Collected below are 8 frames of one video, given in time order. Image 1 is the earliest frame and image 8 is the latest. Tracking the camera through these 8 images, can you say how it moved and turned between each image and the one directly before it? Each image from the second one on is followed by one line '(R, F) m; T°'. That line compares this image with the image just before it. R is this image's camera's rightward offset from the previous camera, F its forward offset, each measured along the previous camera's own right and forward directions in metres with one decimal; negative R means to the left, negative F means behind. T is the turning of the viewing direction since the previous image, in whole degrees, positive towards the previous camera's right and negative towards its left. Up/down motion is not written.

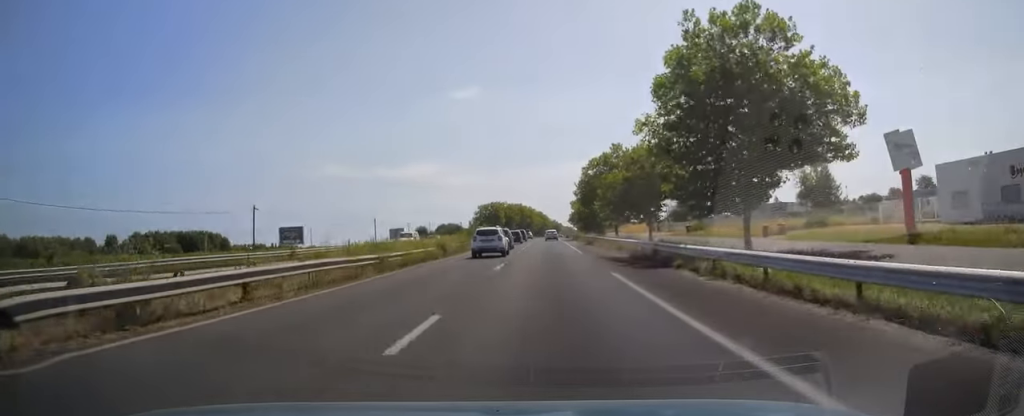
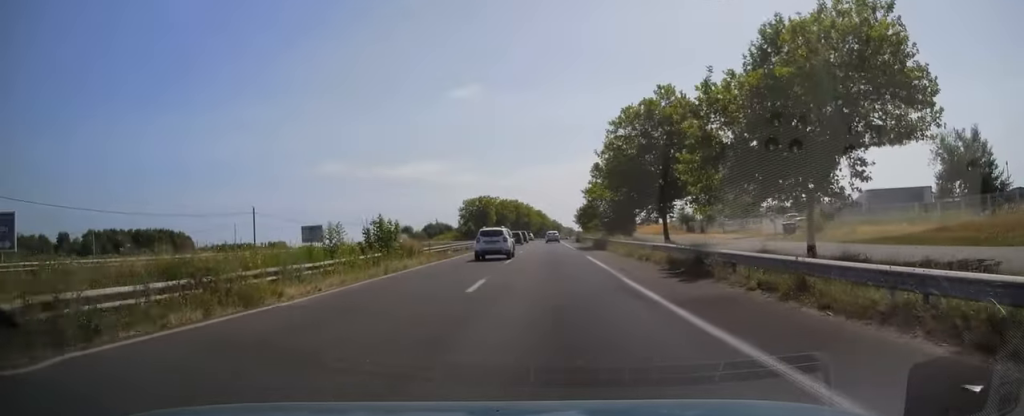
(-0.2, +37.6) m; 0°
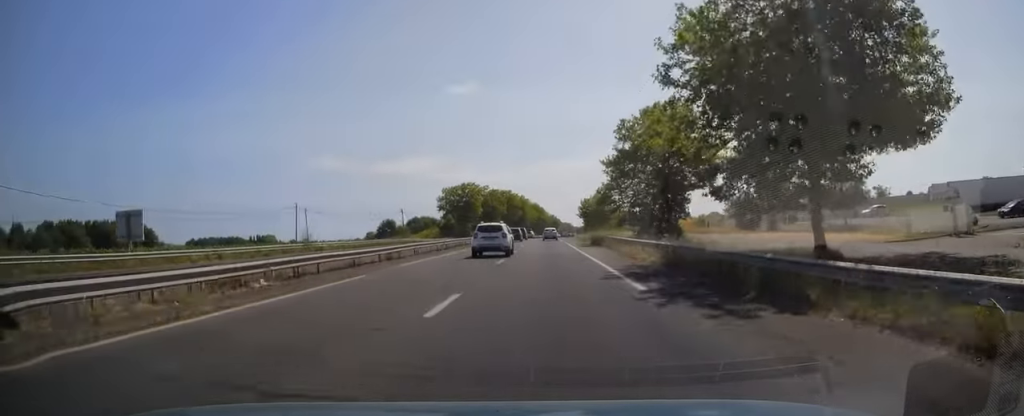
(+0.1, +31.3) m; +1°
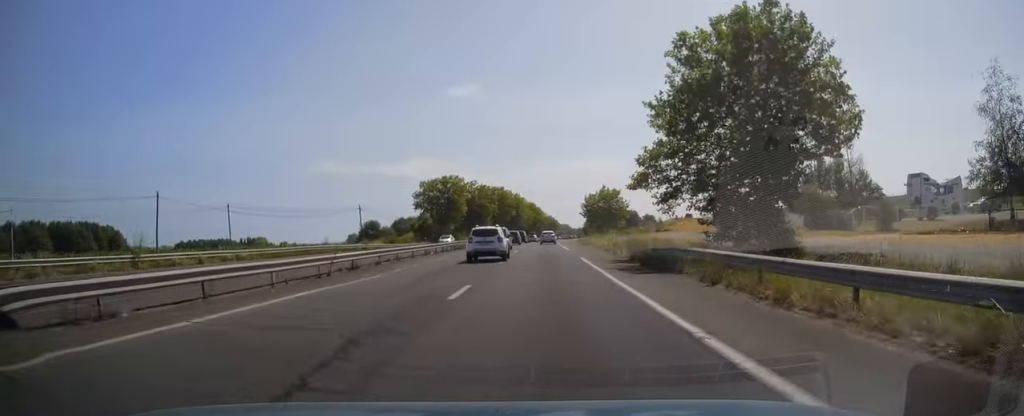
(+0.4, +23.7) m; +1°
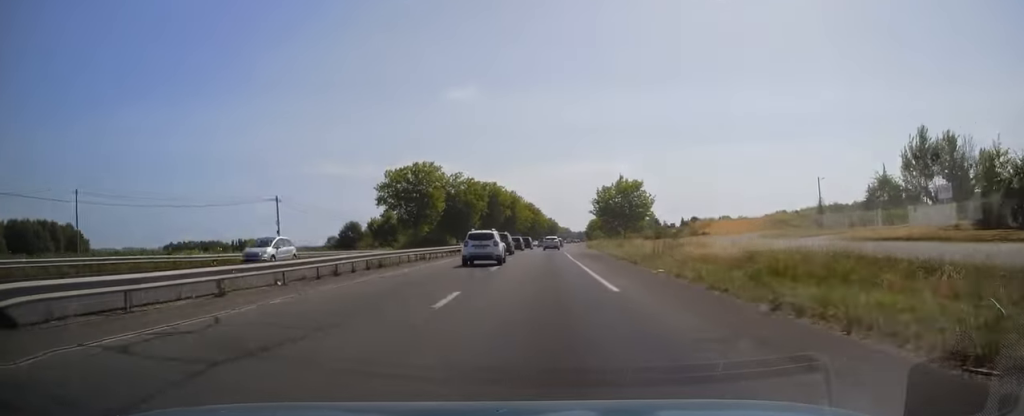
(0.0, +27.1) m; 0°
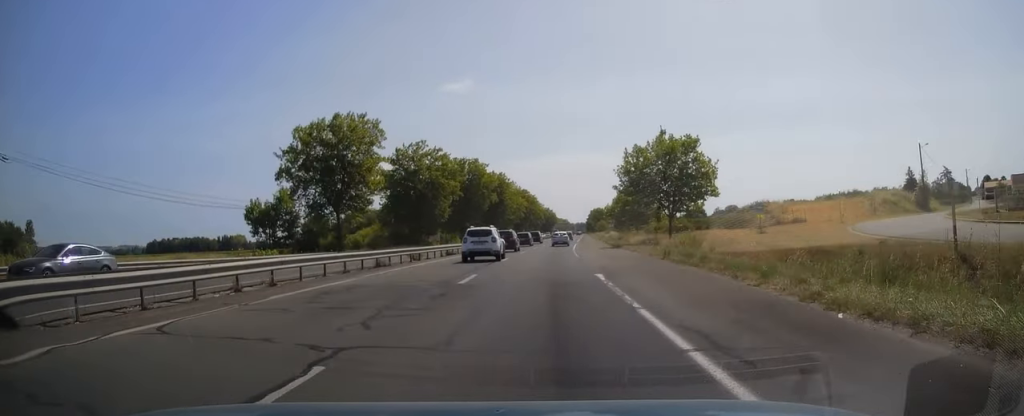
(0.0, +34.9) m; 0°
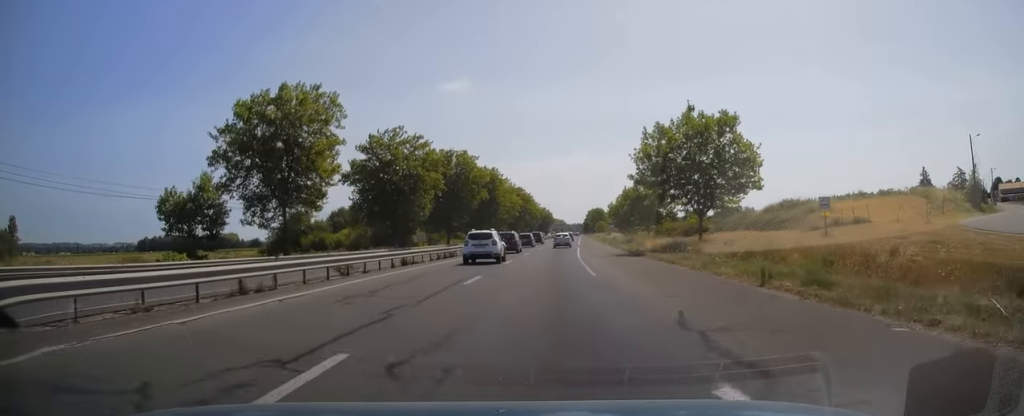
(0.0, +12.2) m; 0°
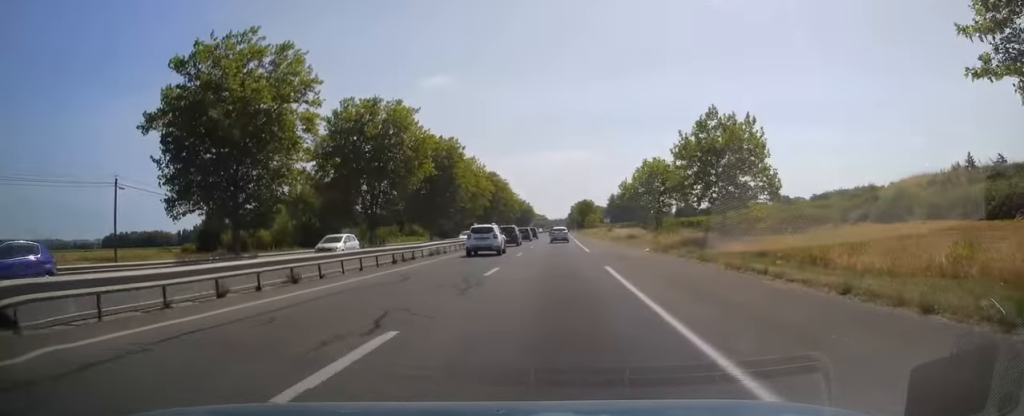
(0.0, +37.6) m; +2°
